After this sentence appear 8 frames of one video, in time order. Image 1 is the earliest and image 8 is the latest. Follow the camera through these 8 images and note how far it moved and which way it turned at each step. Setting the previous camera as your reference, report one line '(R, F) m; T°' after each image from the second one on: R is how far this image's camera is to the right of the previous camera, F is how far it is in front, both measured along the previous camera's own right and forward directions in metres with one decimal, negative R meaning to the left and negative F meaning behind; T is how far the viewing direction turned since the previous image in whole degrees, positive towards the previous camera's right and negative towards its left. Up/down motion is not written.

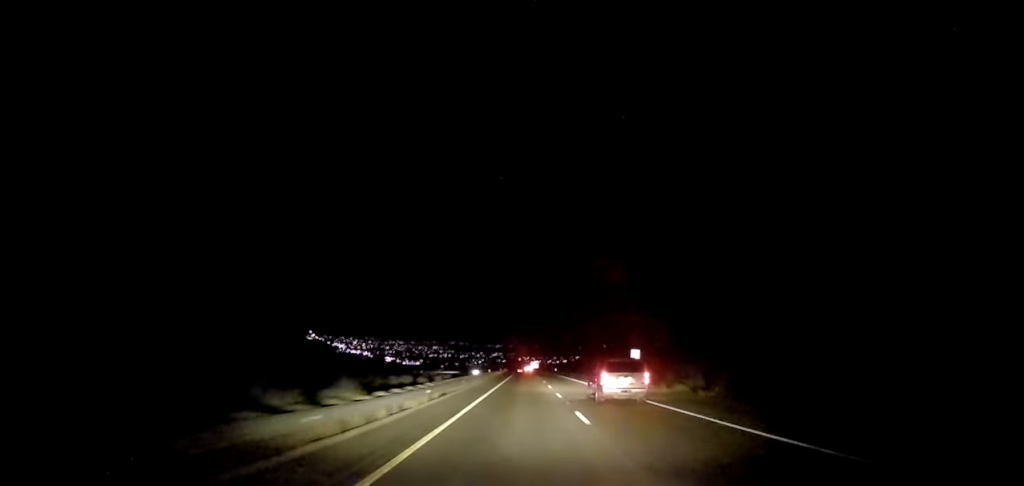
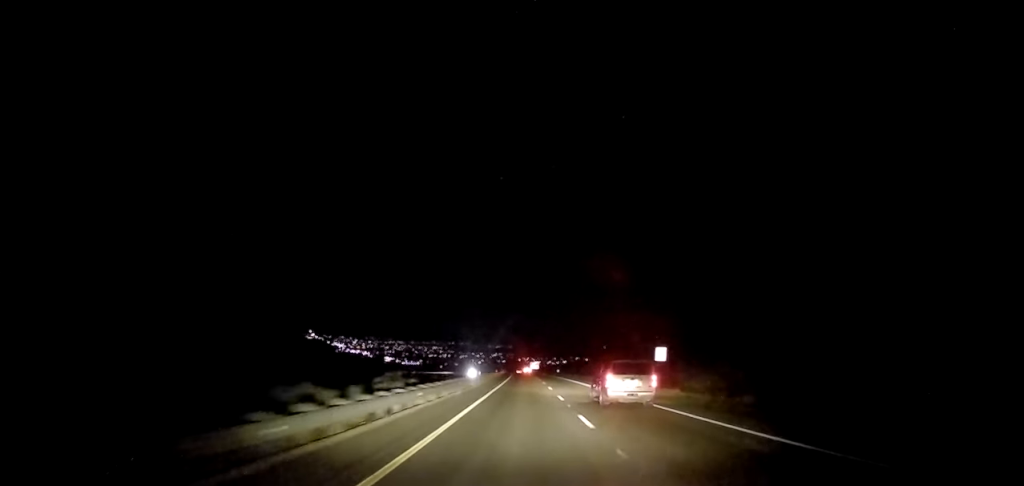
(0.0, +13.1) m; 0°
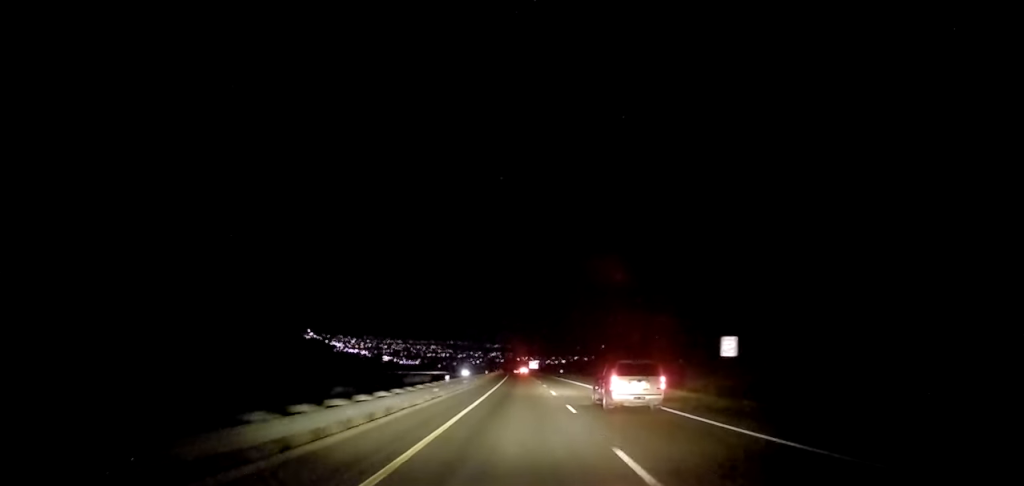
(+0.5, +19.2) m; 0°
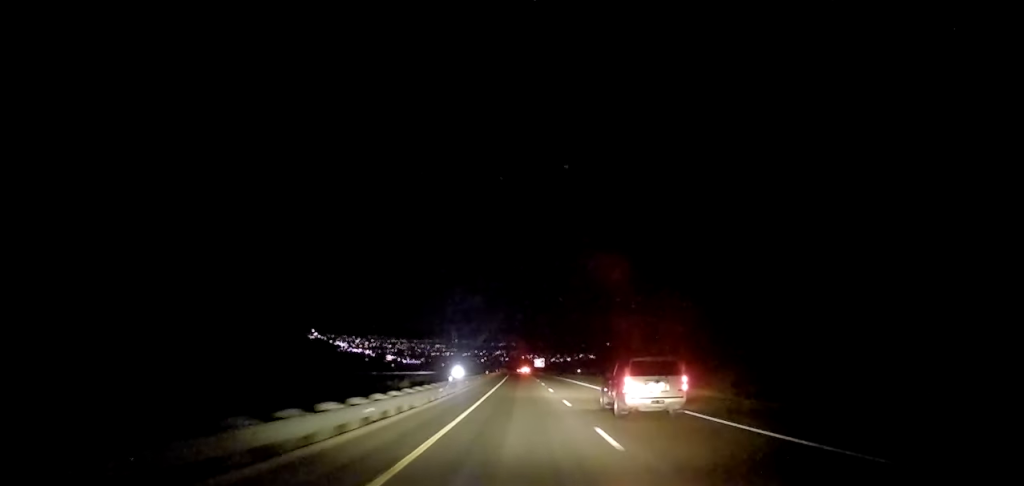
(-0.5, +34.3) m; +1°
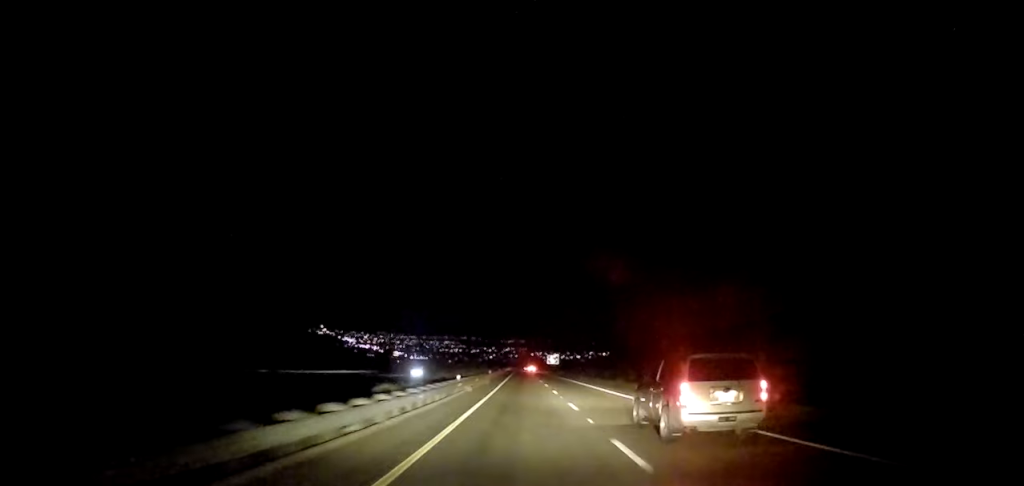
(-0.1, +62.8) m; -2°
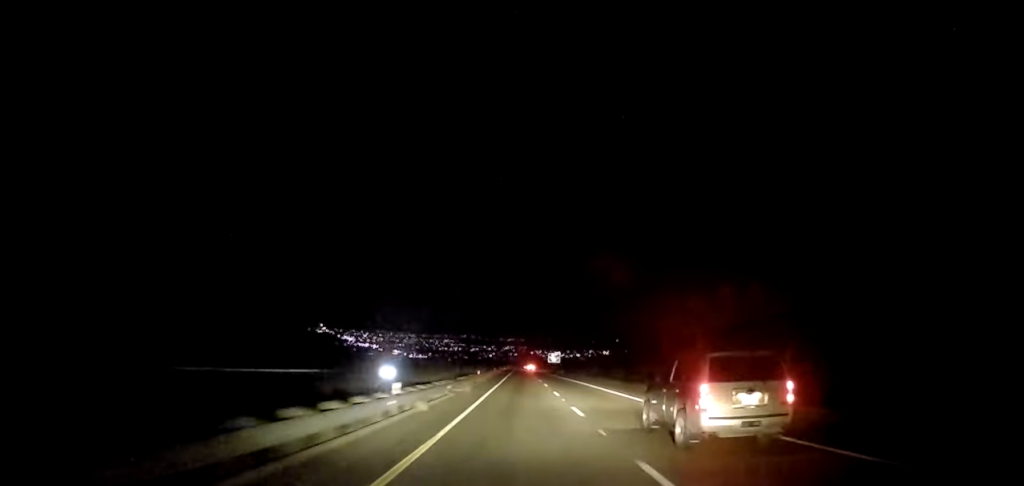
(0.0, +14.9) m; 0°
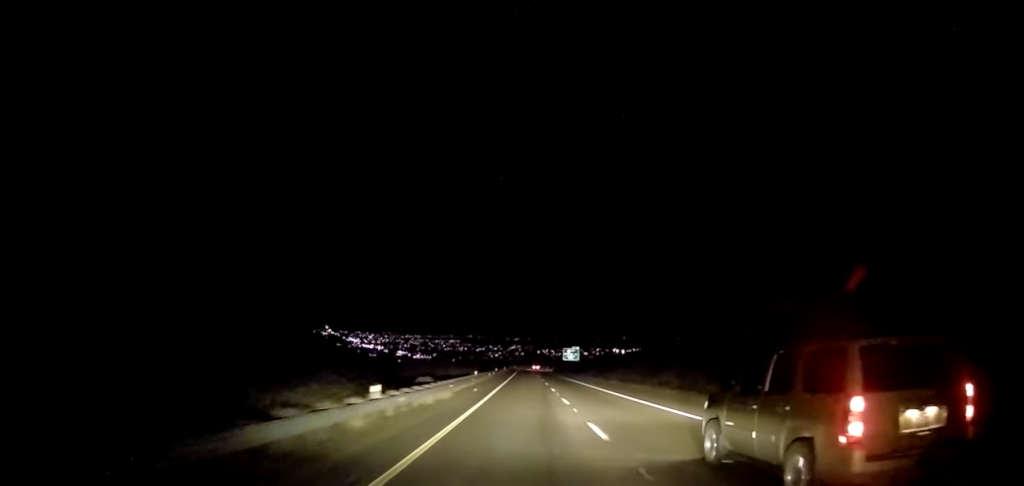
(+0.3, +65.7) m; 0°
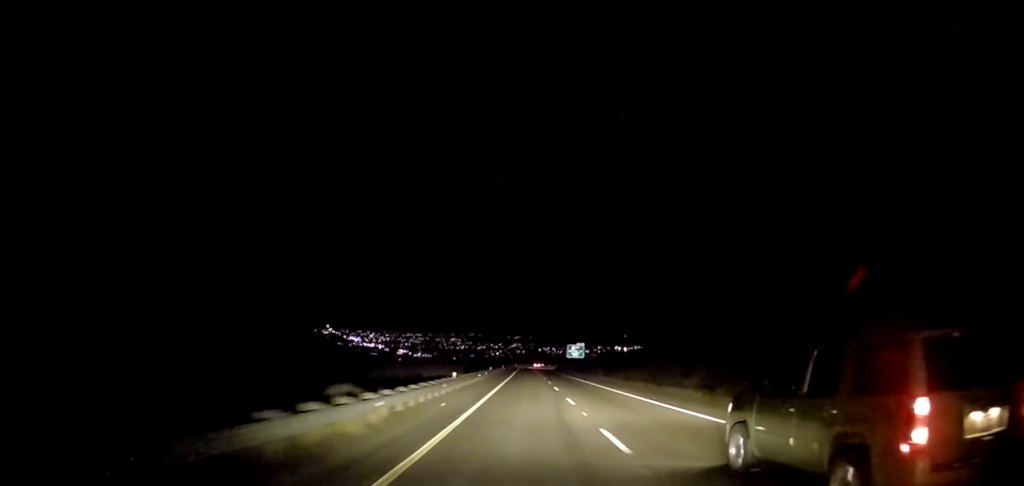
(0.0, +14.1) m; 0°
